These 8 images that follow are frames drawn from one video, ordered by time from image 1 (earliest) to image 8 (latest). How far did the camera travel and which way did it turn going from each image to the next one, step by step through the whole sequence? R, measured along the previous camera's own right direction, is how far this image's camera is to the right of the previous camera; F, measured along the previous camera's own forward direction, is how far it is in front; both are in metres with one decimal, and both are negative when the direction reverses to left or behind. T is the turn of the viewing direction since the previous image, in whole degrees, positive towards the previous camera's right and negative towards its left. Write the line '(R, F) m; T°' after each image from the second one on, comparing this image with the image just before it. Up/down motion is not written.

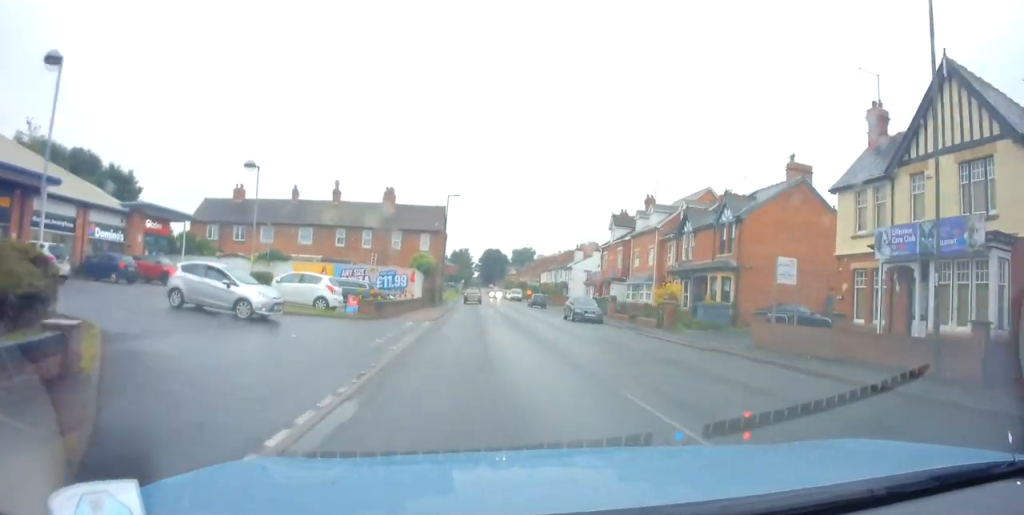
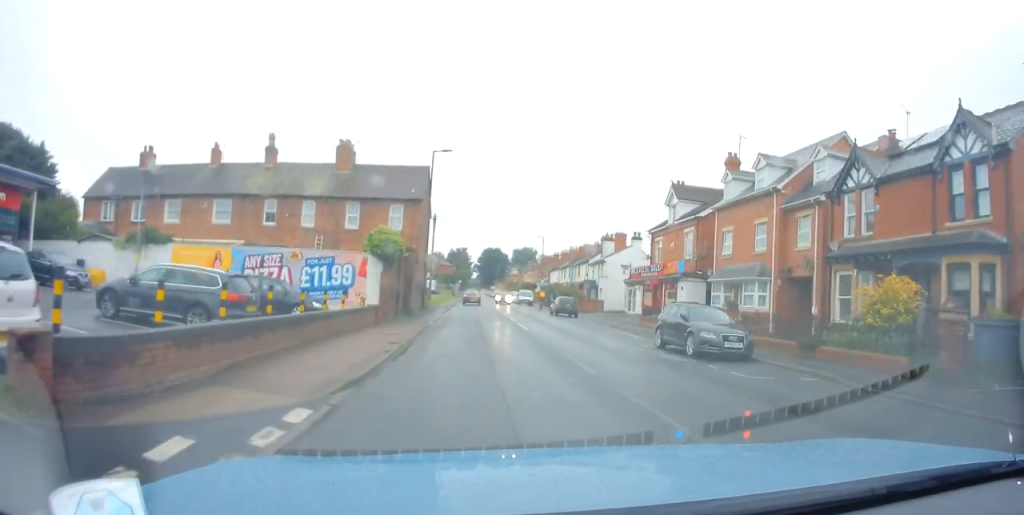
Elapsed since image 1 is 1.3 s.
(0.0, +18.0) m; +1°
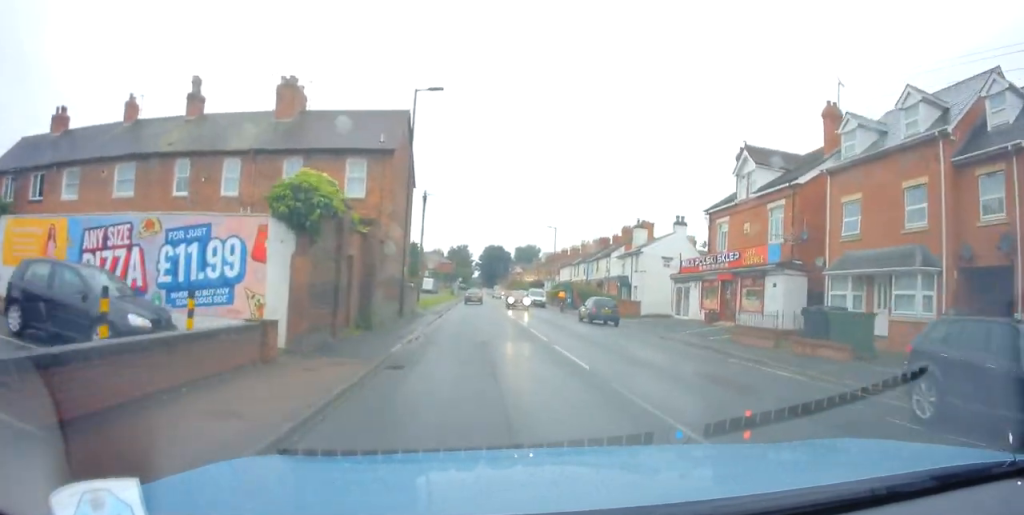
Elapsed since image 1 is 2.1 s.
(0.0, +11.1) m; -1°
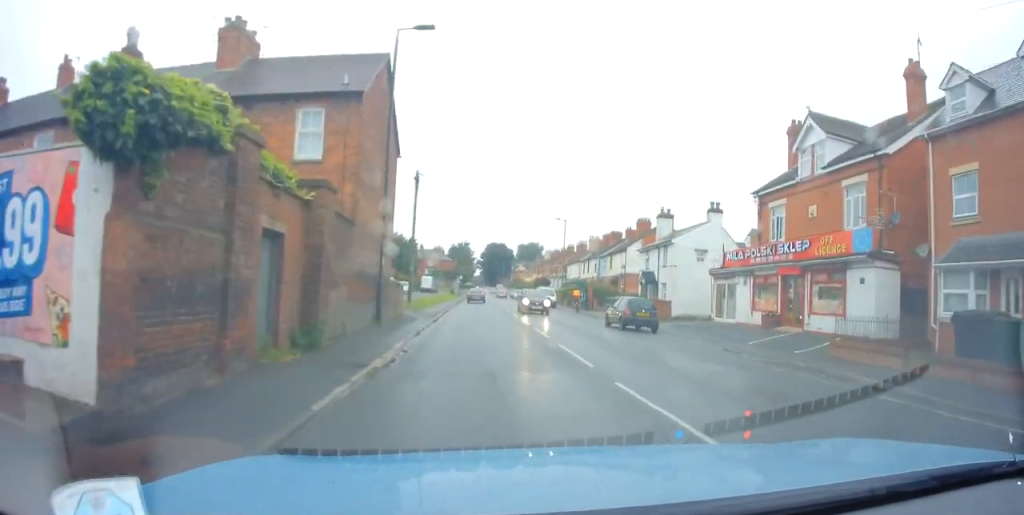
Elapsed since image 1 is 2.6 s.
(-0.1, +6.1) m; -1°
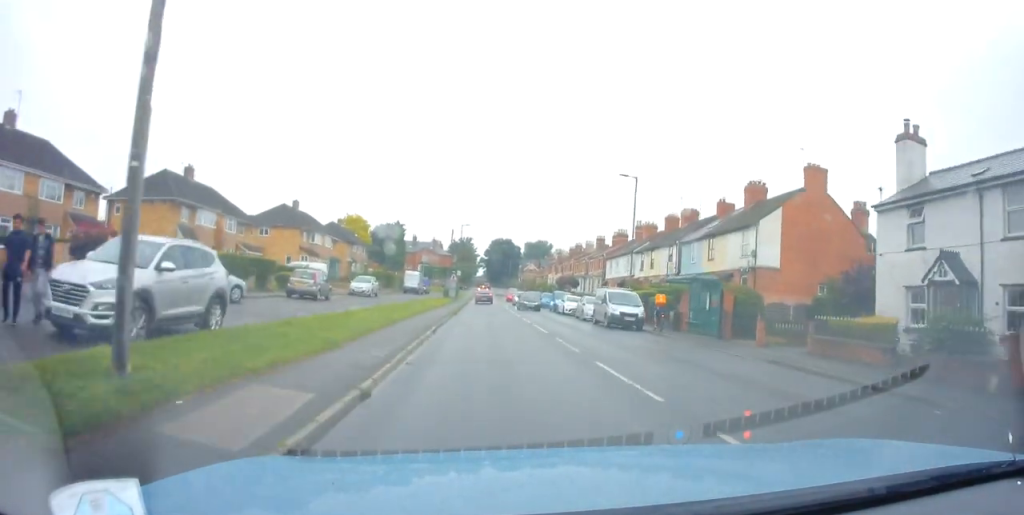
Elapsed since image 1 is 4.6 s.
(+0.3, +26.8) m; +3°
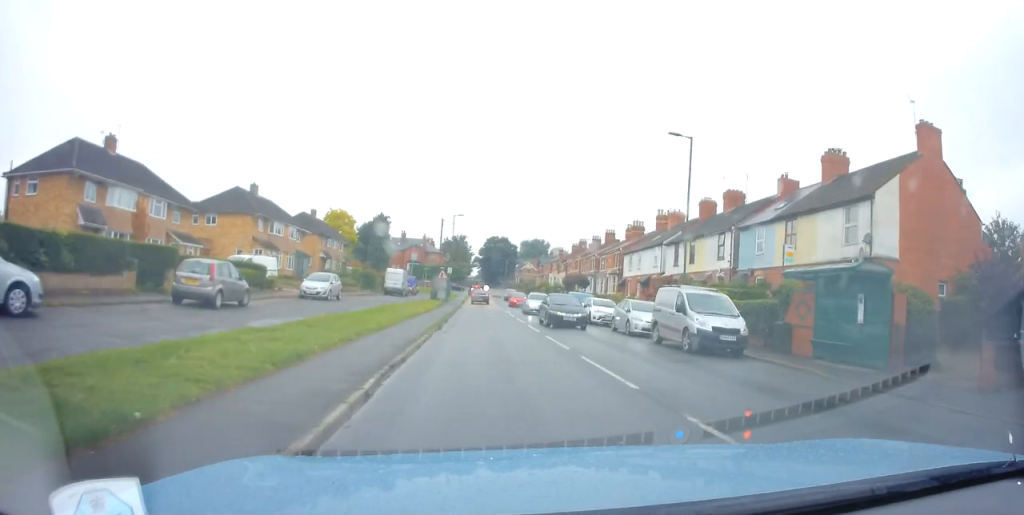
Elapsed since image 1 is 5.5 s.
(0.0, +11.0) m; 0°
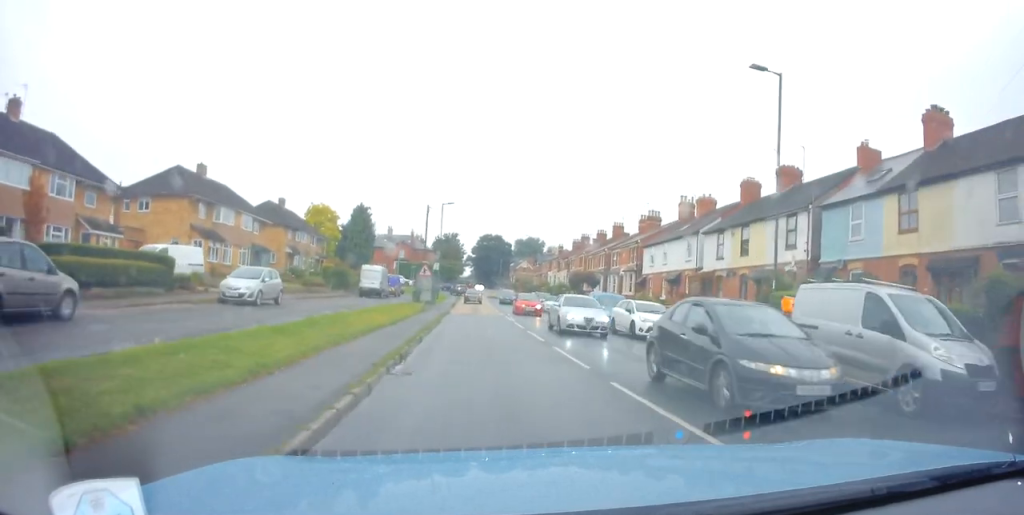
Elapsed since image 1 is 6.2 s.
(0.0, +9.6) m; 0°
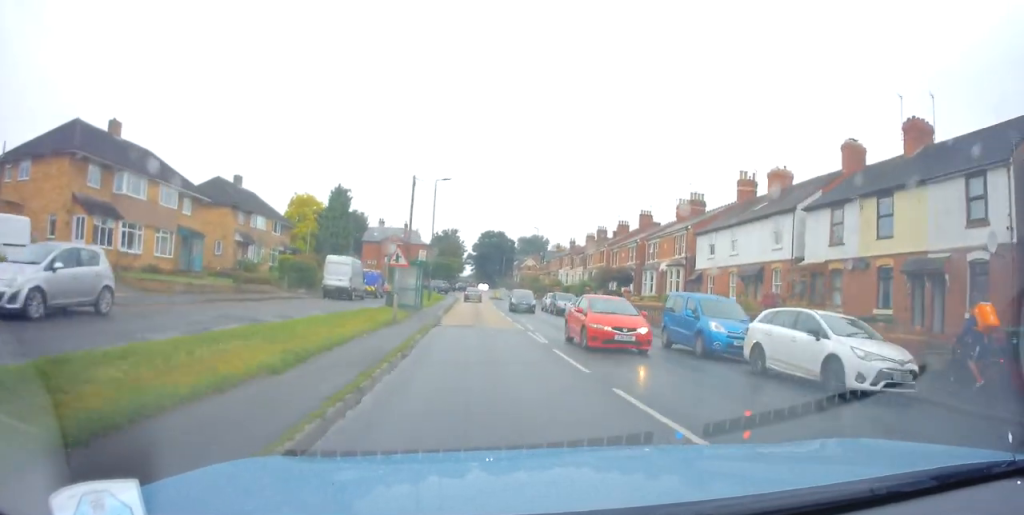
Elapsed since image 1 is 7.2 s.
(-0.1, +12.6) m; 0°
